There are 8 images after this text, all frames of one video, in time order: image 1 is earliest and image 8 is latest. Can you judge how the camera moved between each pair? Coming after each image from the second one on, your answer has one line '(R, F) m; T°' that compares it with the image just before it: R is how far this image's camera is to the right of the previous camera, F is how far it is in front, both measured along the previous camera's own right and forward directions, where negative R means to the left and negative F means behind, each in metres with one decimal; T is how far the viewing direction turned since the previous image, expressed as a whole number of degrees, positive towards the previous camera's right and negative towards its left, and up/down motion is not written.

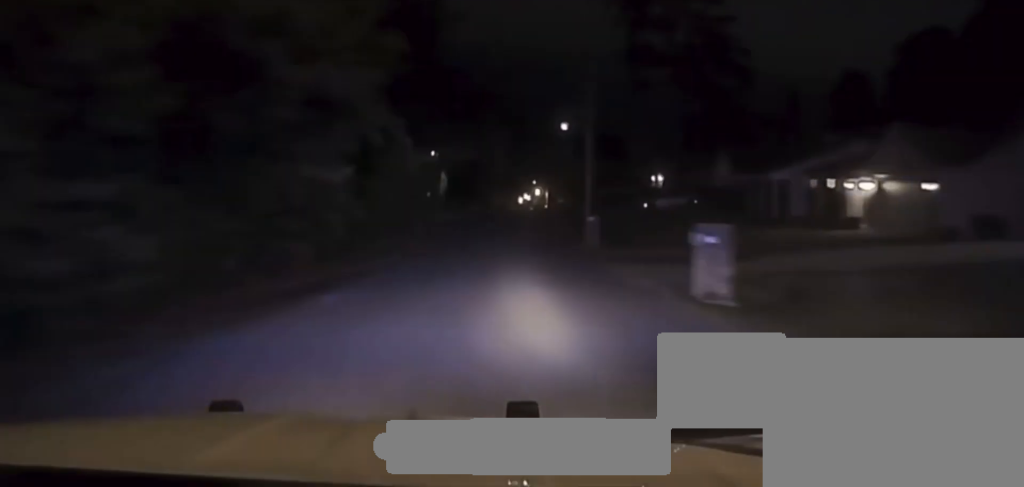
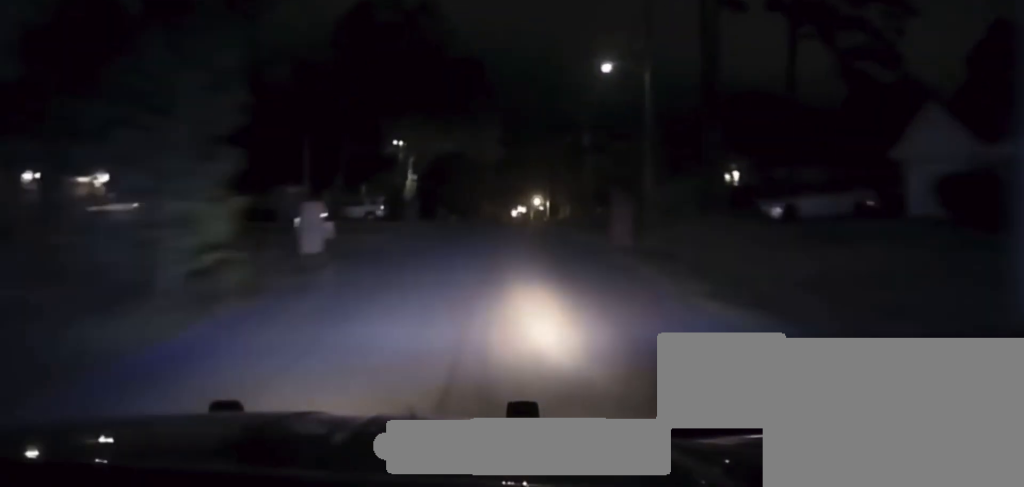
(+0.3, +35.8) m; 0°
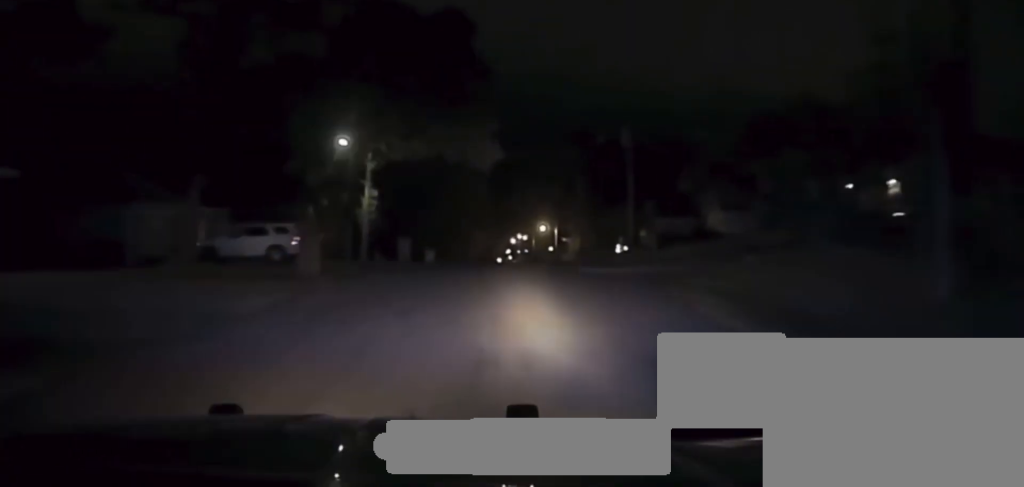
(-0.2, +28.4) m; 0°
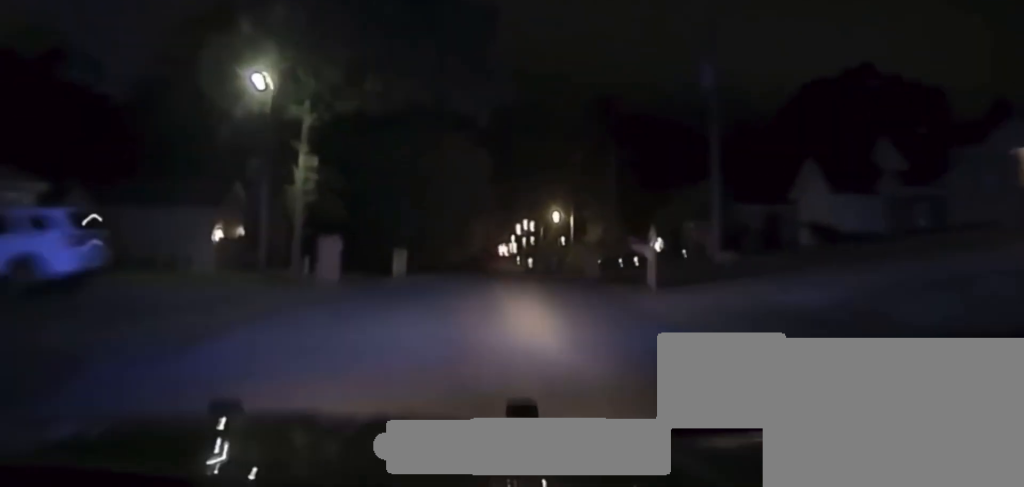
(0.0, +23.6) m; 0°
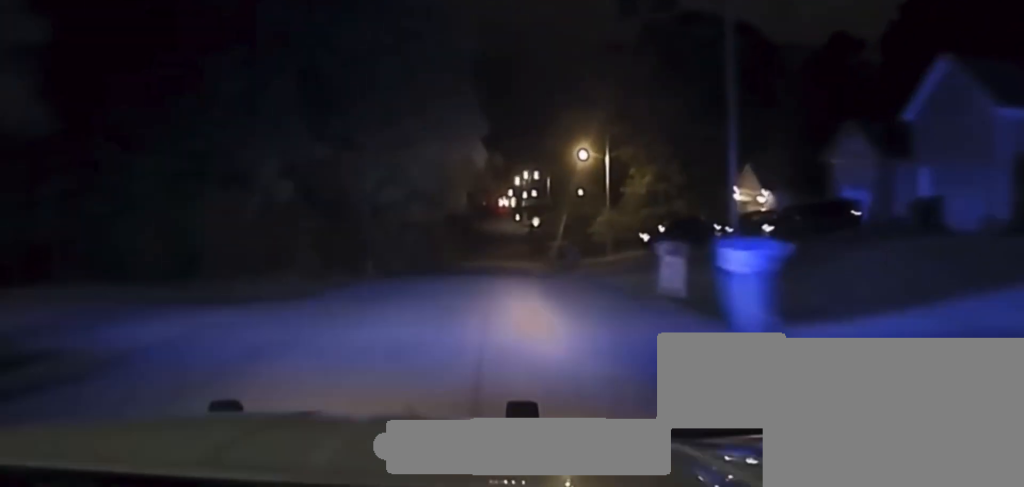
(+0.1, +41.3) m; 0°
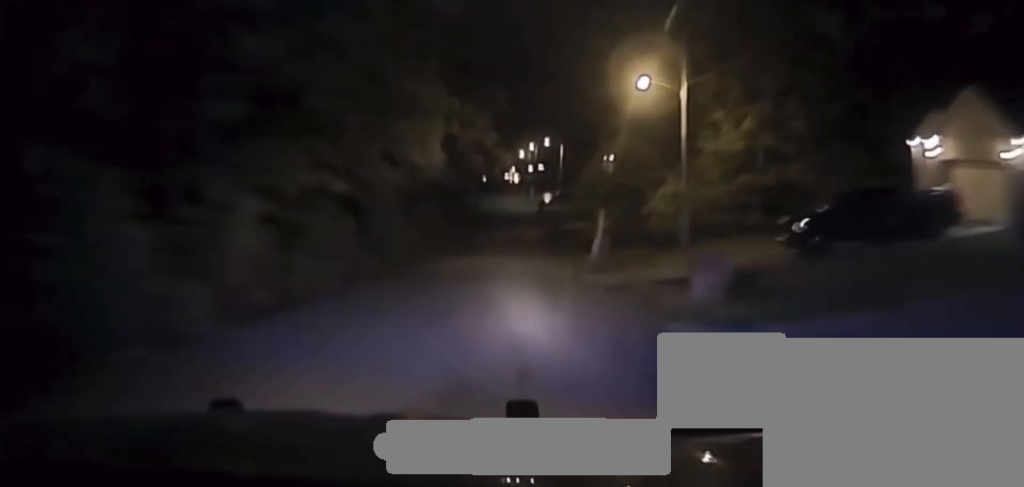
(-0.2, +28.8) m; 0°
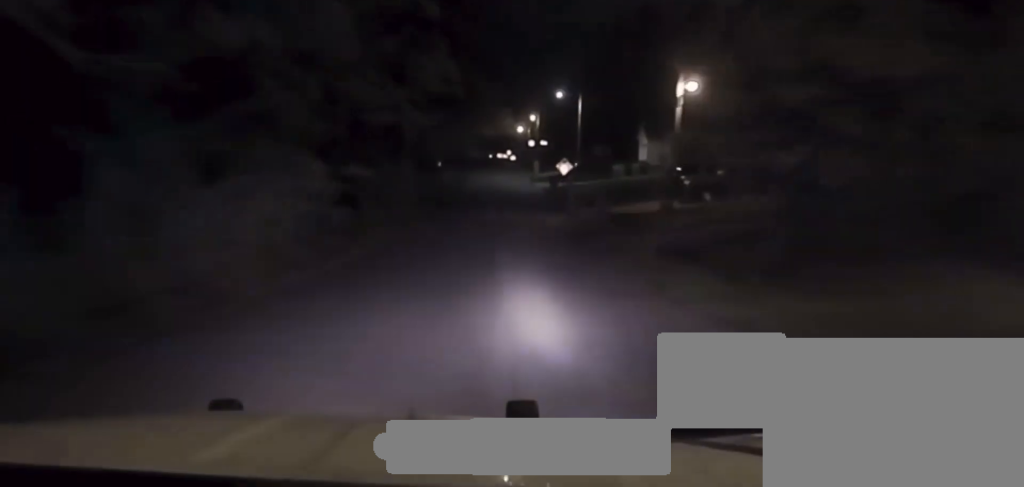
(+0.3, +35.7) m; 0°
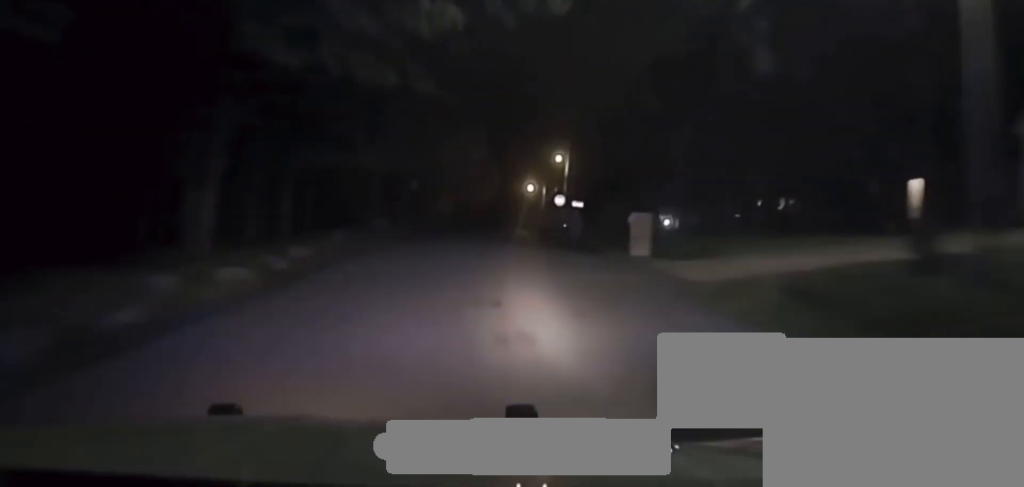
(0.0, +70.8) m; 0°
